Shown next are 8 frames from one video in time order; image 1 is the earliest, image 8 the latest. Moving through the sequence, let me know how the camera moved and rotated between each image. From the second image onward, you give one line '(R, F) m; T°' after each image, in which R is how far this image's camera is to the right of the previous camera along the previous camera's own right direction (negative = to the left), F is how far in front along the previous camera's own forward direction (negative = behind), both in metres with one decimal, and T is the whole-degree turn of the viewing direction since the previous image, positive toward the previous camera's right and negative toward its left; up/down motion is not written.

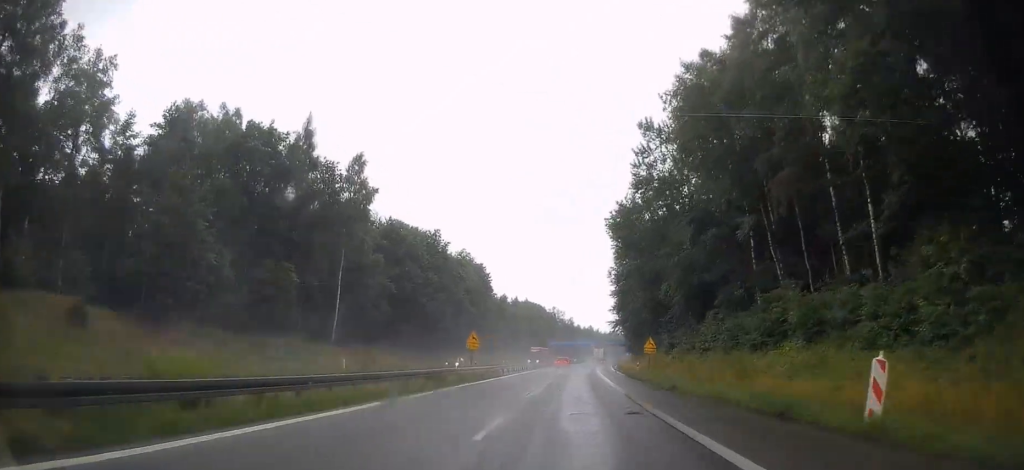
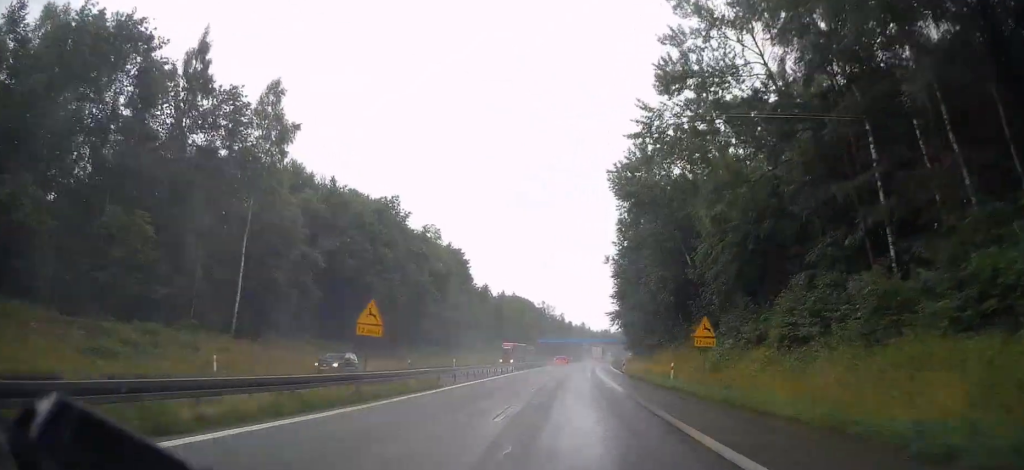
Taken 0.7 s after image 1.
(0.0, +20.3) m; +1°
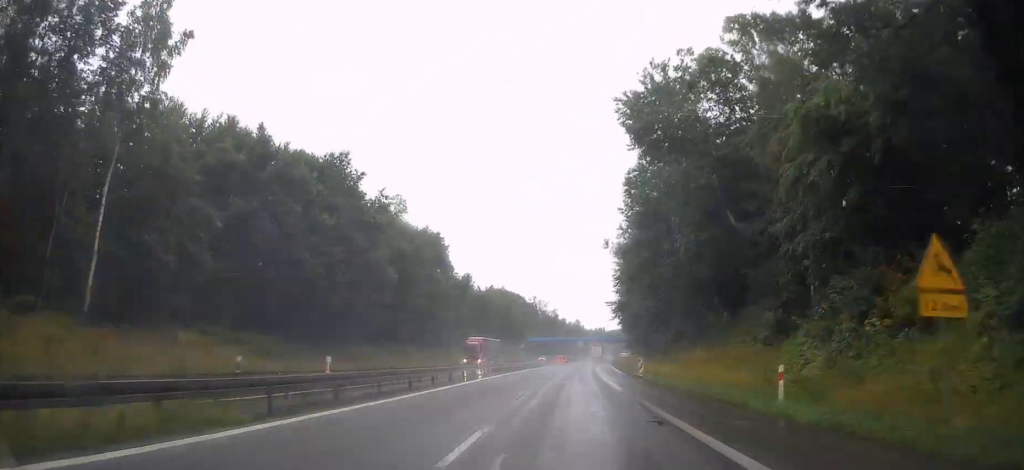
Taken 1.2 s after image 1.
(-0.2, +17.3) m; +1°
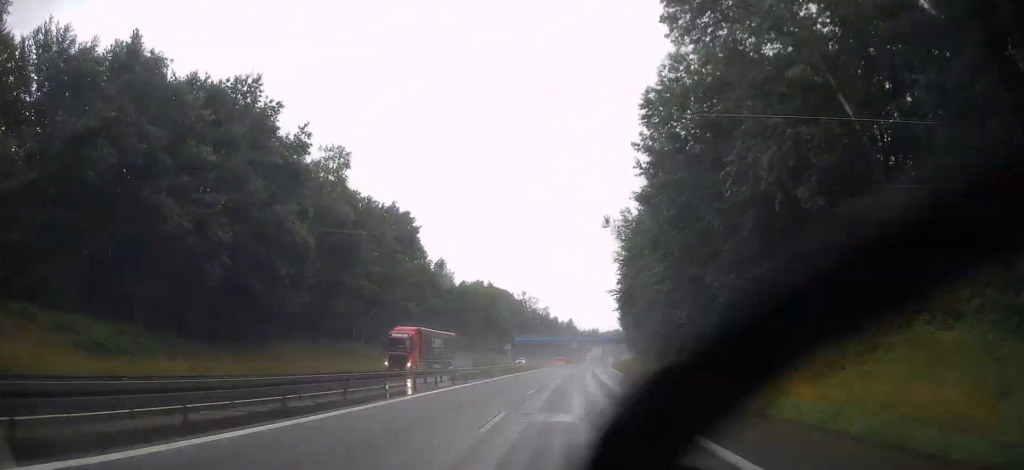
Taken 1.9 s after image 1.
(+0.5, +19.4) m; +1°
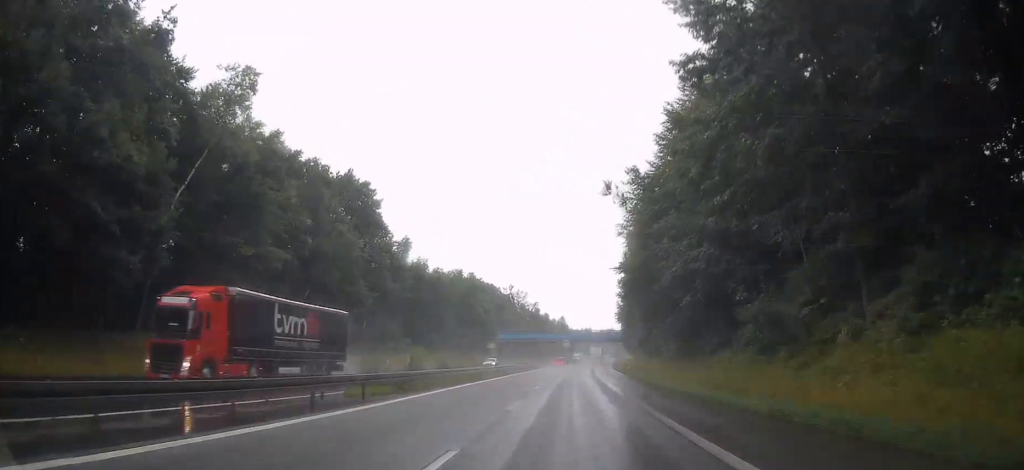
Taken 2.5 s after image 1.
(+0.1, +18.5) m; +1°
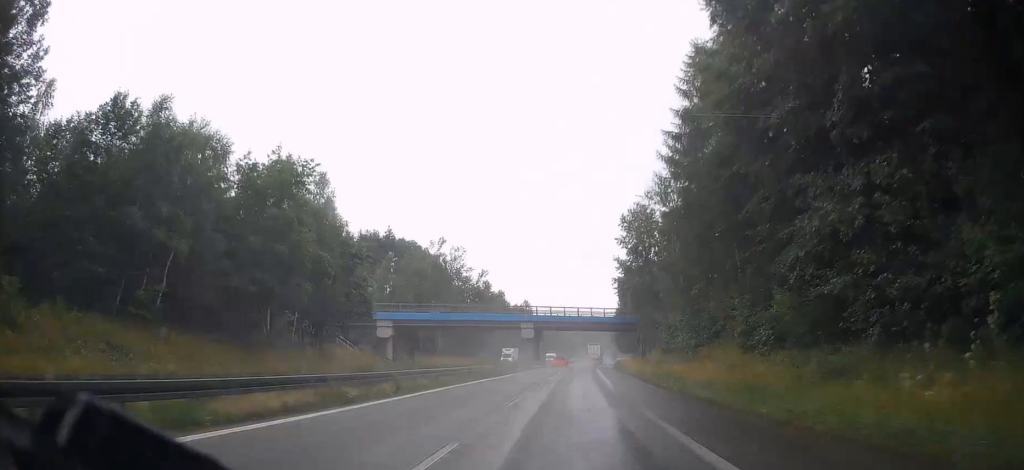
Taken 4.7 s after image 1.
(+2.6, +69.2) m; +3°
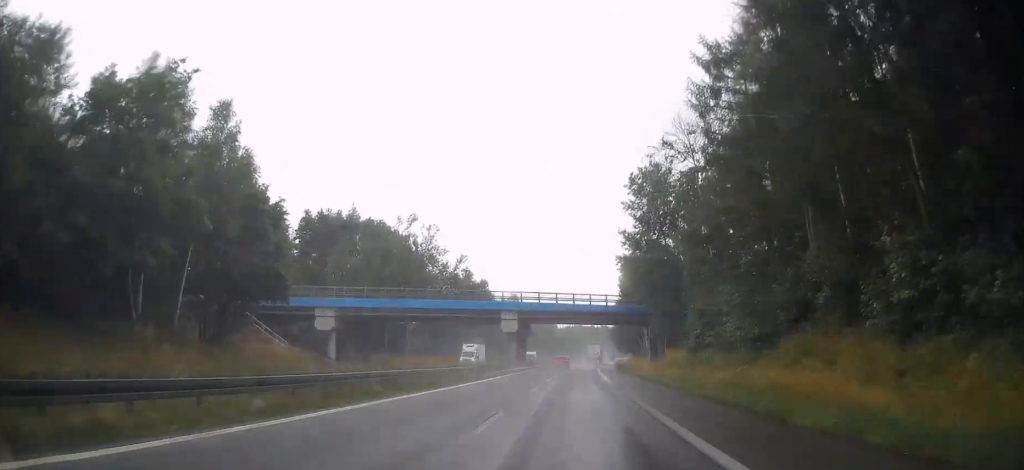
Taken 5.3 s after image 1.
(-0.1, +17.6) m; 0°
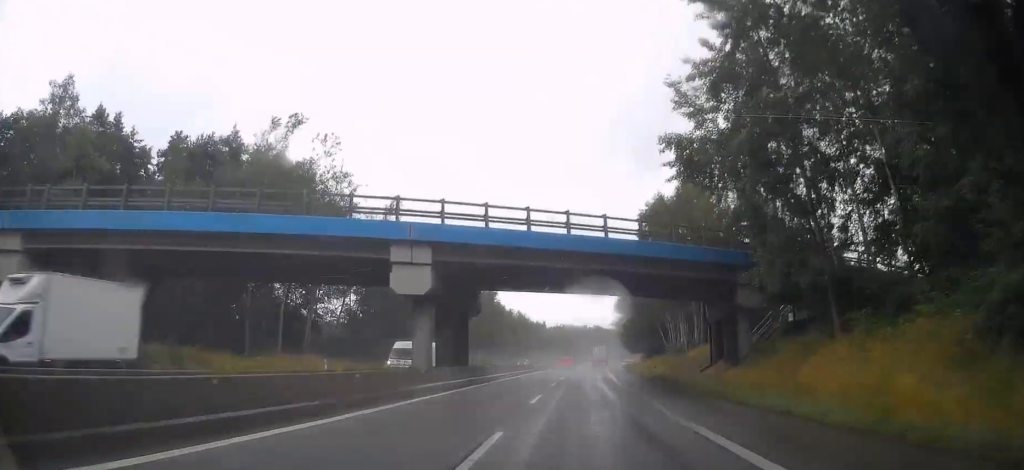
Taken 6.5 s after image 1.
(+0.2, +38.4) m; +1°
